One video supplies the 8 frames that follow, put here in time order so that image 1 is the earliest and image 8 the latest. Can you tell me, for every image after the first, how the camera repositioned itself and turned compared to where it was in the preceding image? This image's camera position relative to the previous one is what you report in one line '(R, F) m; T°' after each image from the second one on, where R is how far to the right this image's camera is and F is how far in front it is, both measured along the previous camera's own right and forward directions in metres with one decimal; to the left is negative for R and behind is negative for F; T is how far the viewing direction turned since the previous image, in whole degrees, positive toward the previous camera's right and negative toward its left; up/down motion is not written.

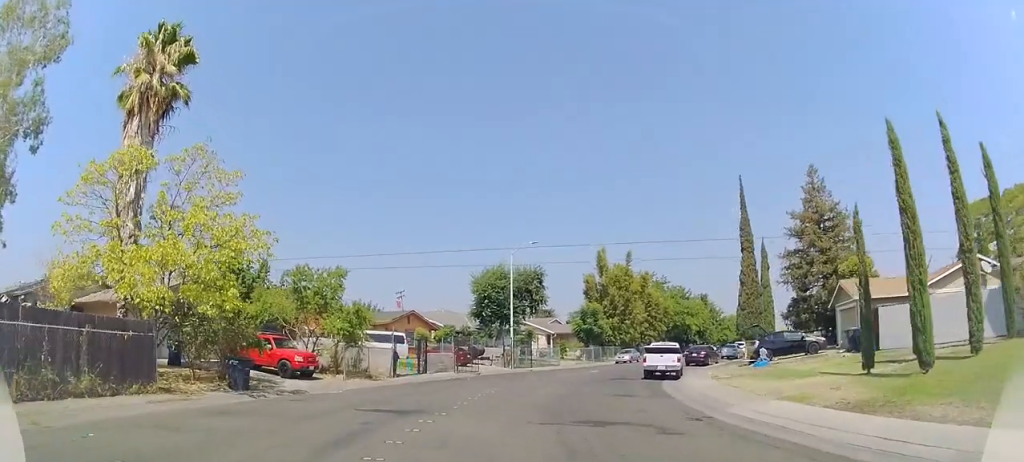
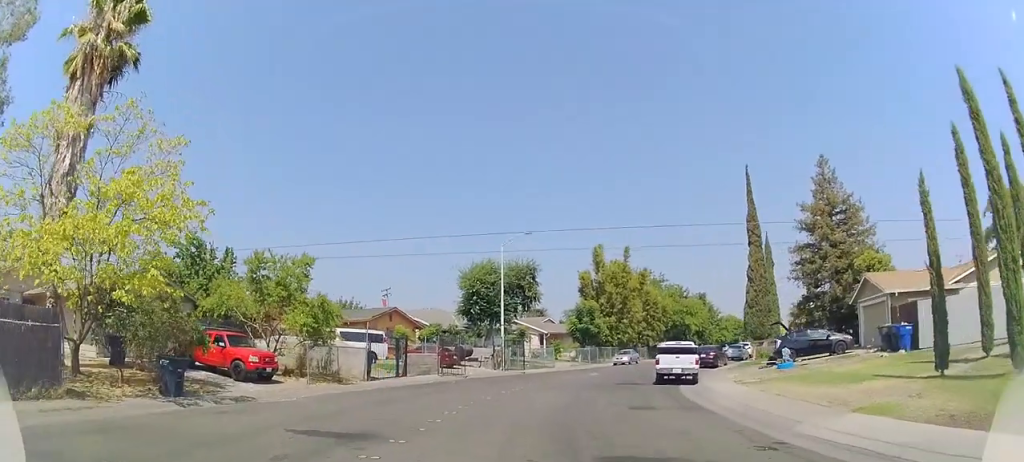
(-0.4, +3.2) m; -2°
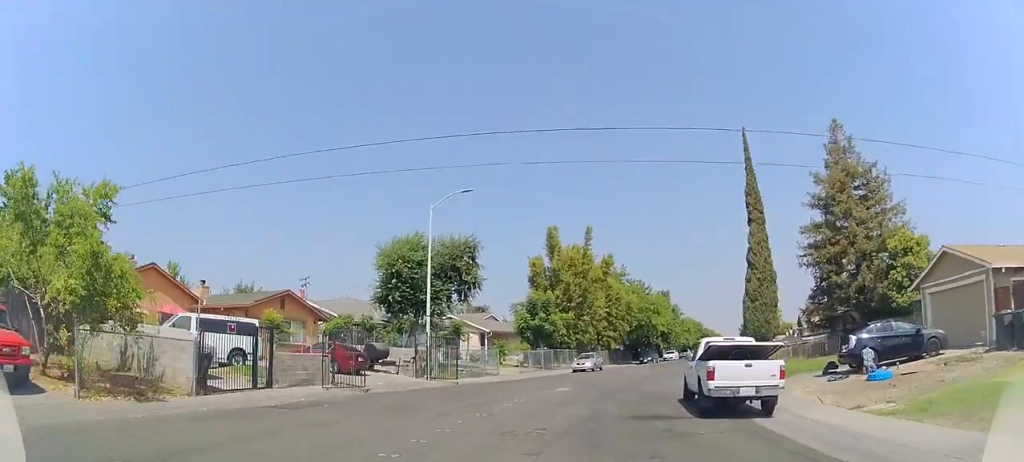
(+0.6, +9.6) m; +10°
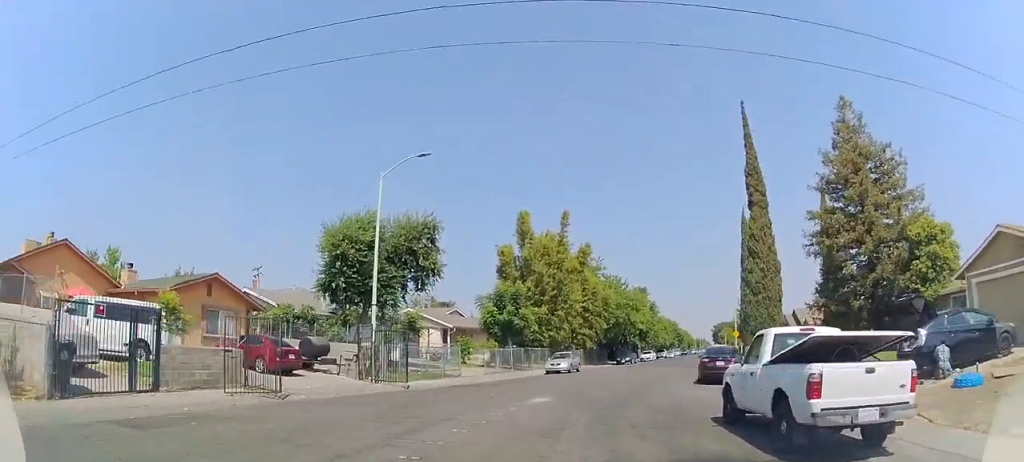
(+0.3, +4.7) m; +4°
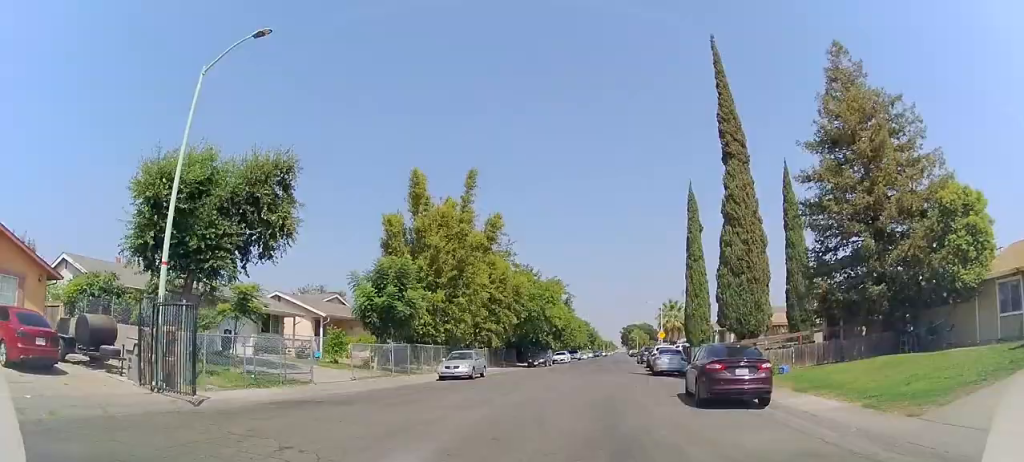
(0.0, +9.1) m; 0°
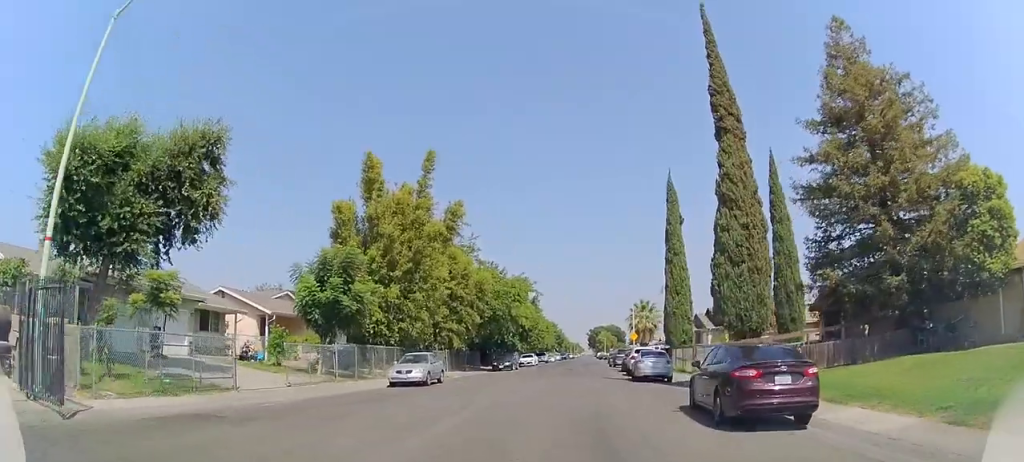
(0.0, +3.3) m; +1°
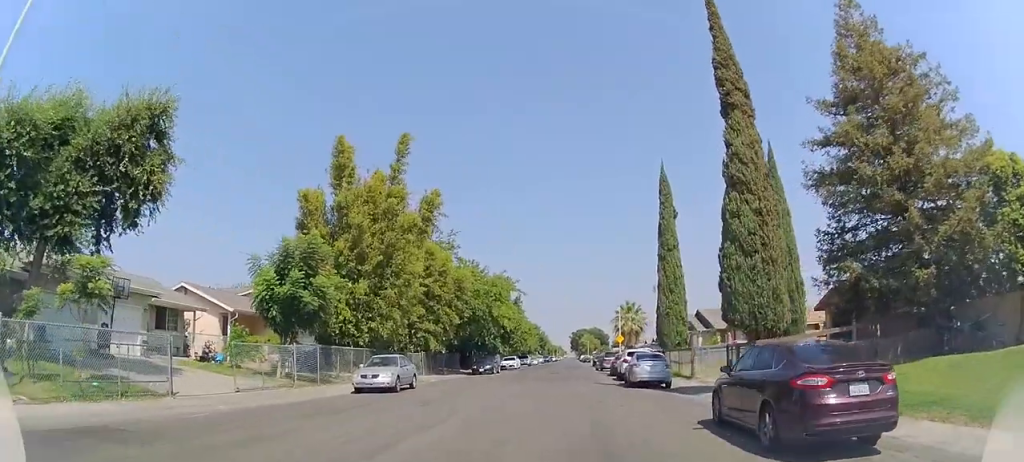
(0.0, +2.6) m; +3°
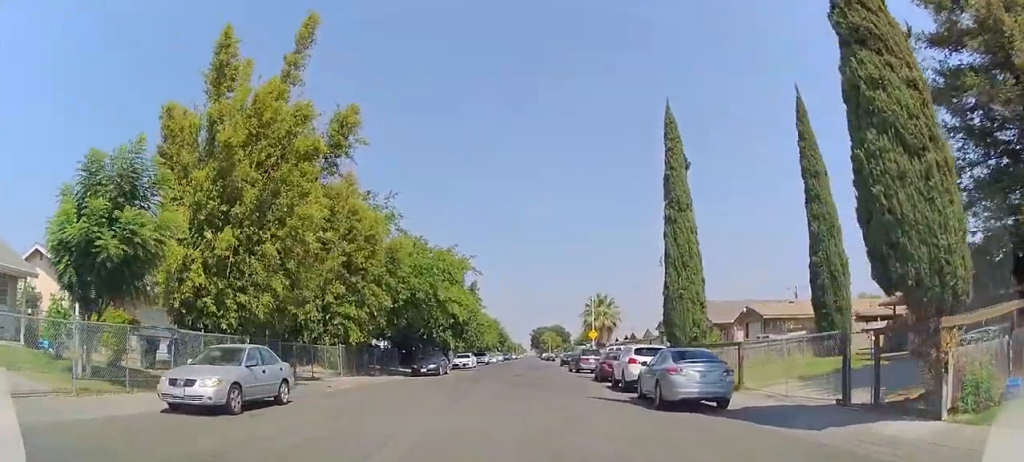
(+0.8, +9.5) m; +9°
